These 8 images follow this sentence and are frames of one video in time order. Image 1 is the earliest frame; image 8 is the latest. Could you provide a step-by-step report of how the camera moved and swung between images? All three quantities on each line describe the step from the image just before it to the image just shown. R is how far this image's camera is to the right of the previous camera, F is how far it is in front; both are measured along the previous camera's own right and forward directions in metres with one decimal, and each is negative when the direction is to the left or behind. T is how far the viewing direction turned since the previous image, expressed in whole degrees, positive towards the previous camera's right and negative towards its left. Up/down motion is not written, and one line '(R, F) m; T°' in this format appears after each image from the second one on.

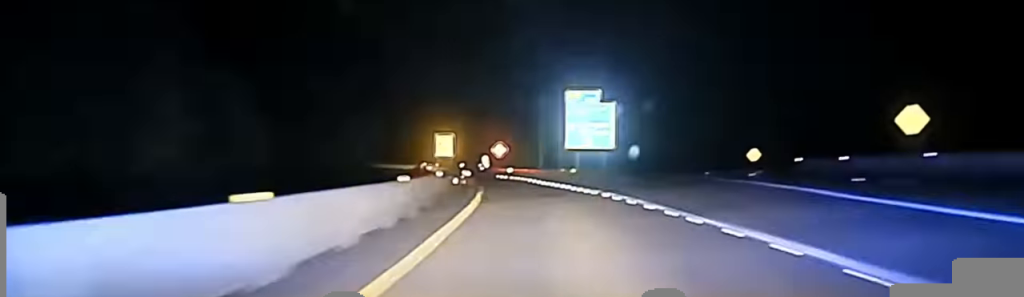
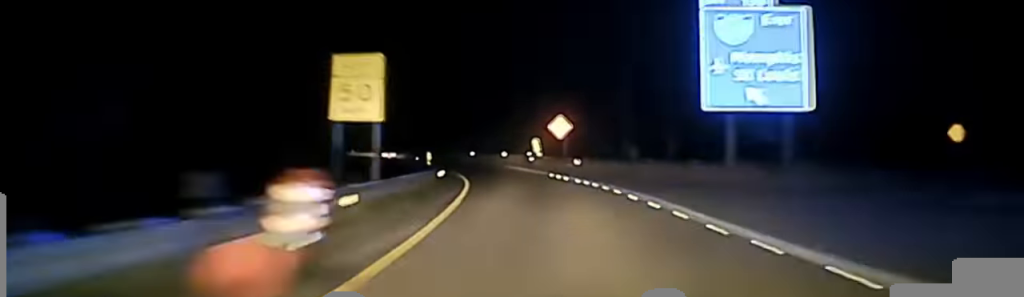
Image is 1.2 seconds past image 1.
(-2.2, +43.3) m; -6°
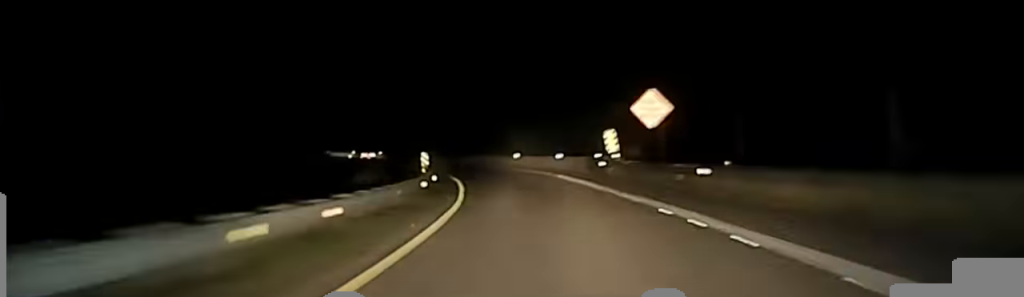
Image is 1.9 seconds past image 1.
(-0.9, +26.8) m; -5°
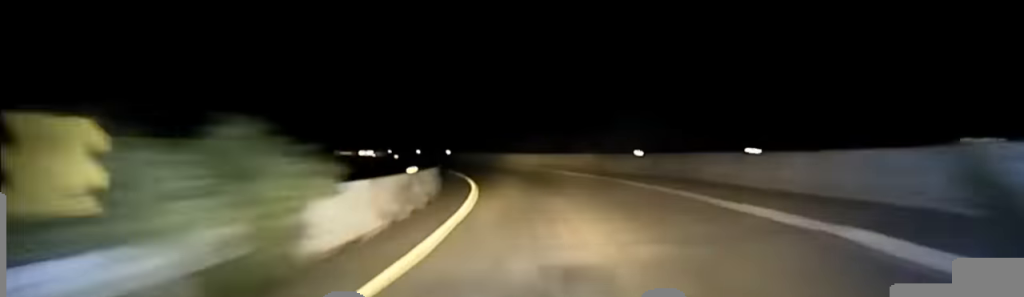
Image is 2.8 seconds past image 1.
(-2.0, +36.2) m; -7°
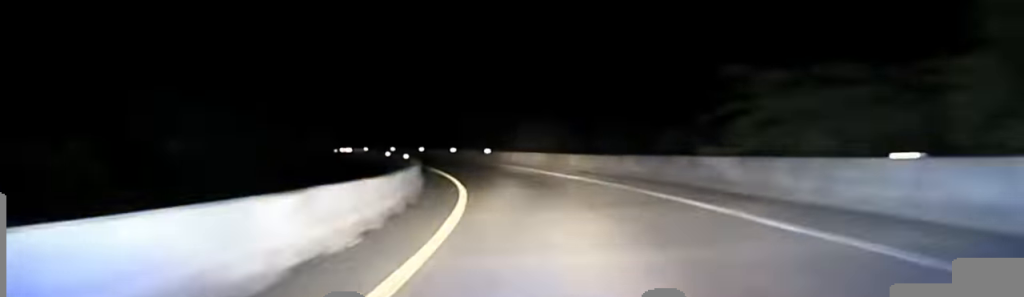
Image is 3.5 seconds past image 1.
(-0.8, +26.3) m; -6°
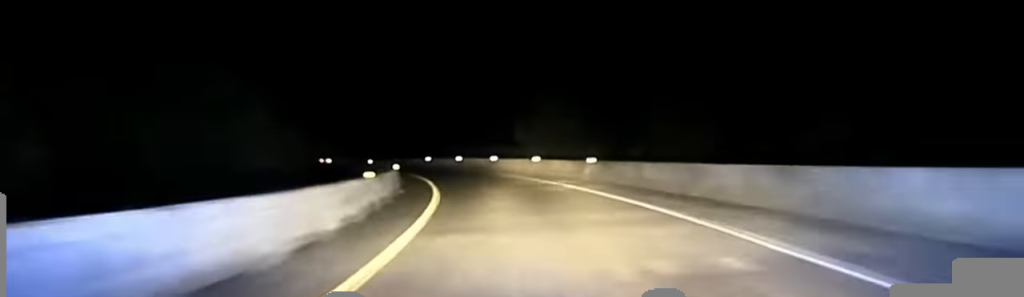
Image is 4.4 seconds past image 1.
(-3.0, +39.8) m; -7°
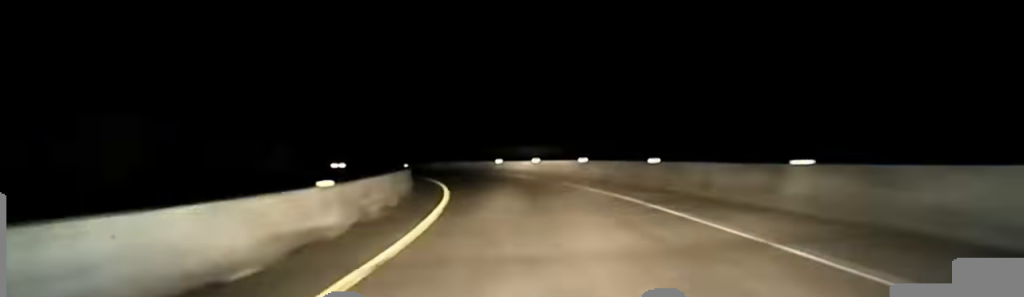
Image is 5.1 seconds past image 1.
(-1.4, +23.2) m; -5°
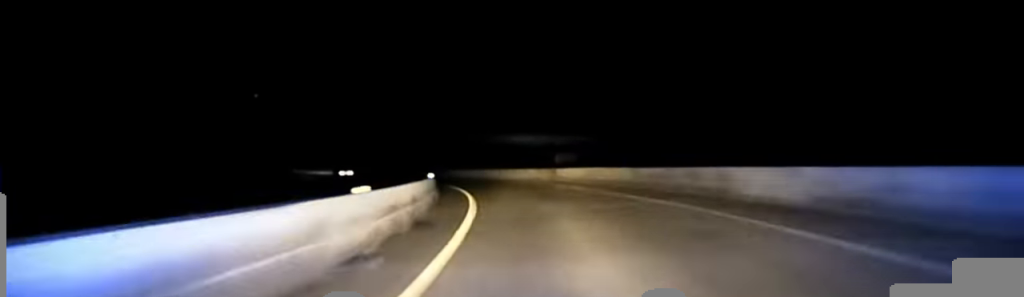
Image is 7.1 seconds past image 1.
(-8.9, +62.3) m; -16°
